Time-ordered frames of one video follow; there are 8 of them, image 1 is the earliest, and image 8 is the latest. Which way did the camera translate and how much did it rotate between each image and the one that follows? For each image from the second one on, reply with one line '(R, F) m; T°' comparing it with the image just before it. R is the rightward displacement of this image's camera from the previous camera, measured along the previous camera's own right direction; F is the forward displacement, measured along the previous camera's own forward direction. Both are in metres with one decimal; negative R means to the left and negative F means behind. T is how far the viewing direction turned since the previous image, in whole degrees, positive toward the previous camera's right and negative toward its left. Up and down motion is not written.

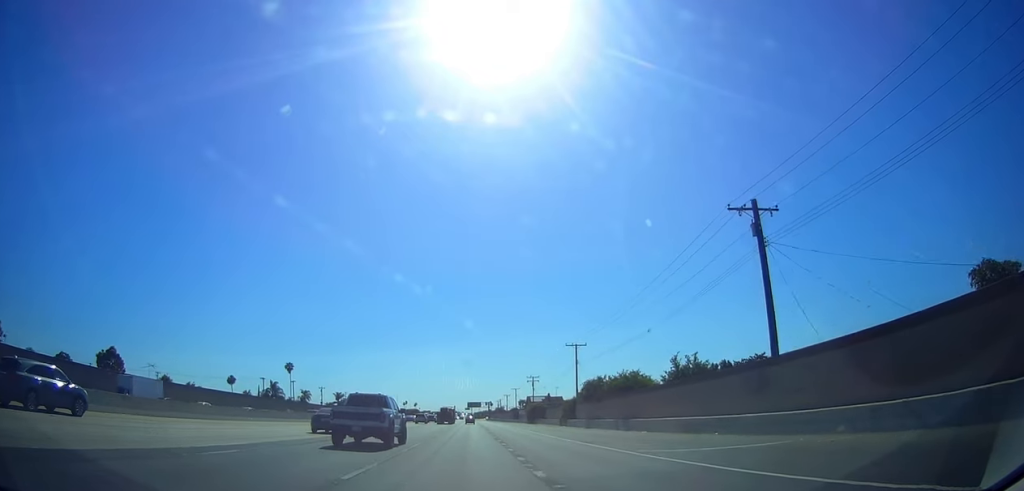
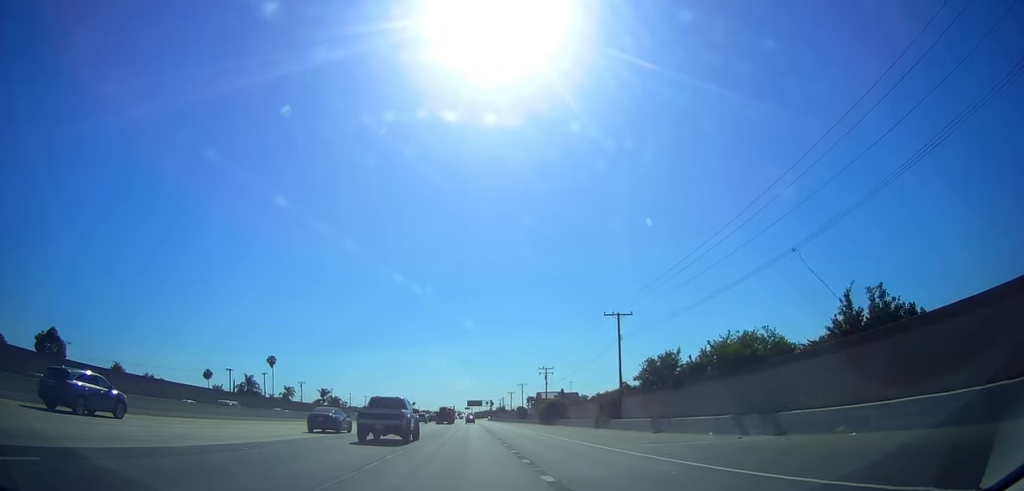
(0.0, +23.6) m; 0°
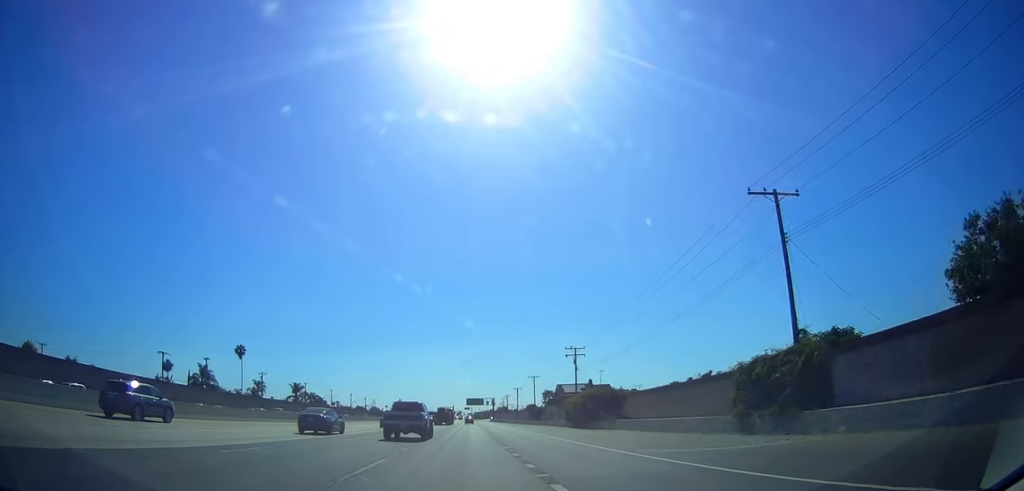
(0.0, +32.6) m; 0°
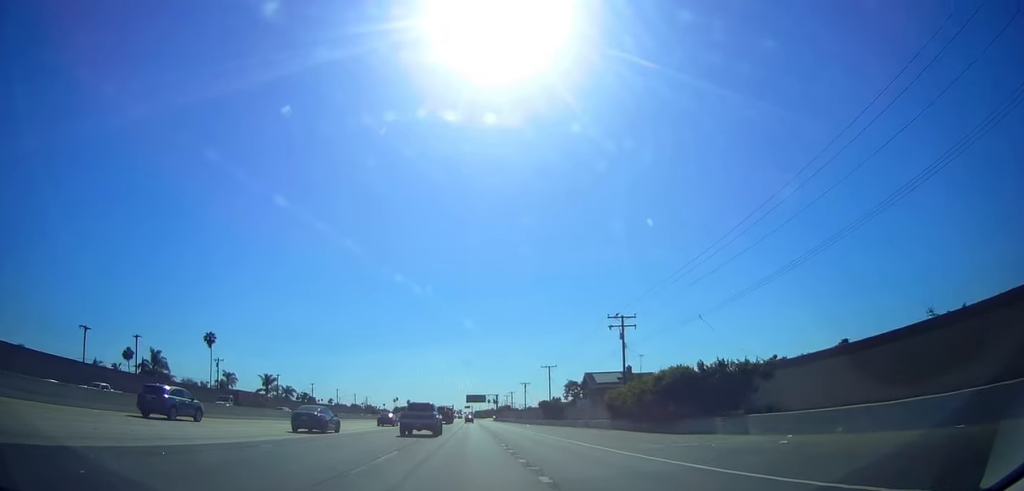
(-0.1, +25.7) m; -2°
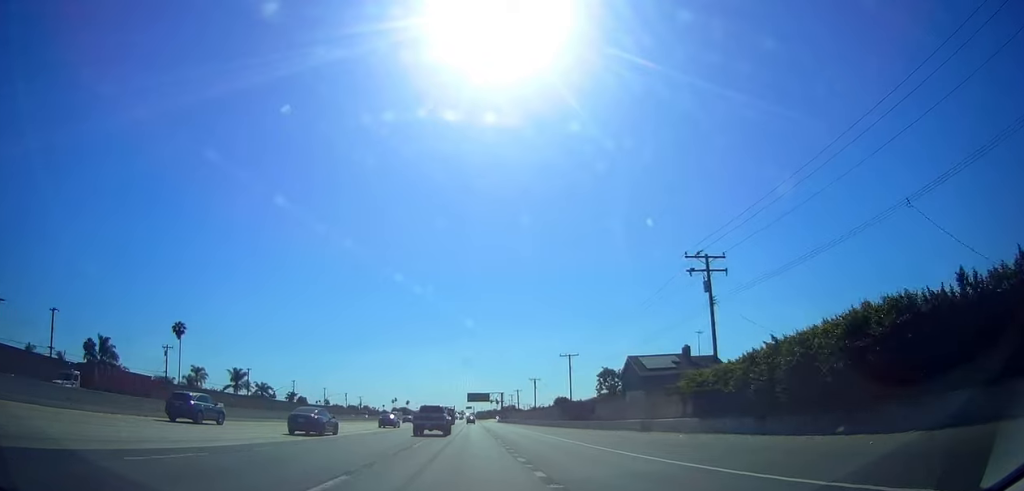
(-0.7, +21.5) m; 0°
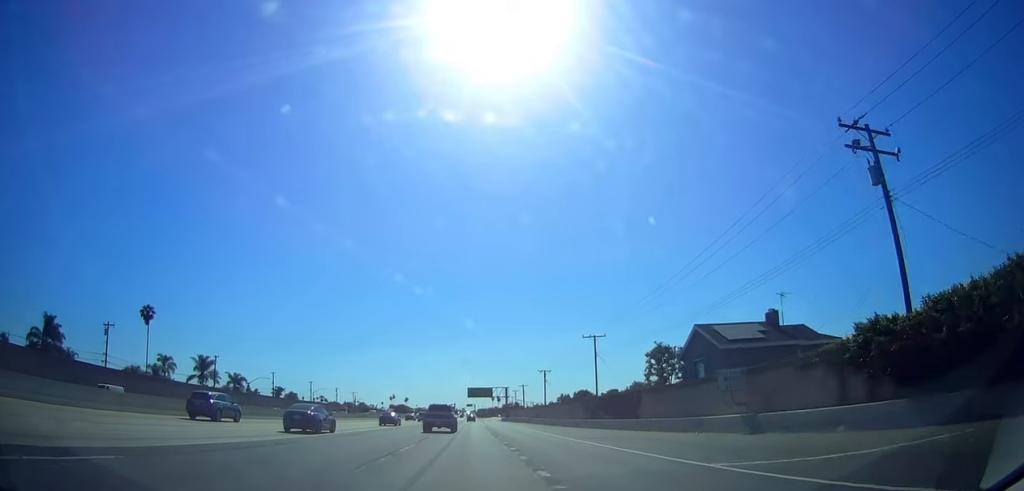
(+0.5, +18.0) m; +1°
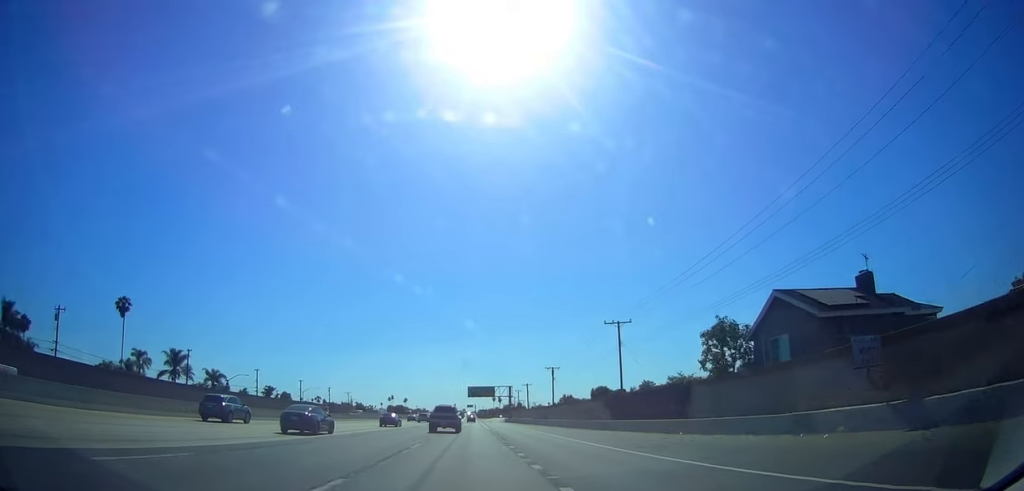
(+0.1, +11.7) m; +1°
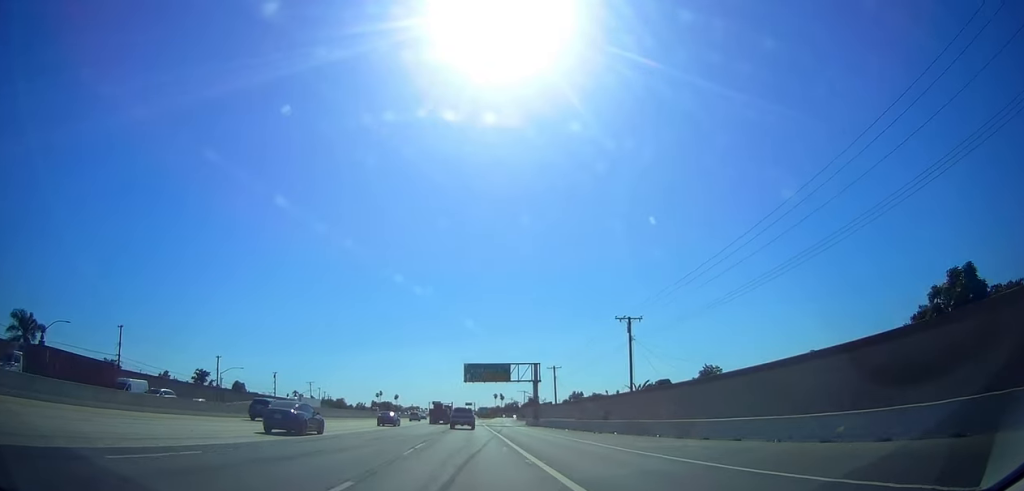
(-0.3, +57.7) m; -2°
